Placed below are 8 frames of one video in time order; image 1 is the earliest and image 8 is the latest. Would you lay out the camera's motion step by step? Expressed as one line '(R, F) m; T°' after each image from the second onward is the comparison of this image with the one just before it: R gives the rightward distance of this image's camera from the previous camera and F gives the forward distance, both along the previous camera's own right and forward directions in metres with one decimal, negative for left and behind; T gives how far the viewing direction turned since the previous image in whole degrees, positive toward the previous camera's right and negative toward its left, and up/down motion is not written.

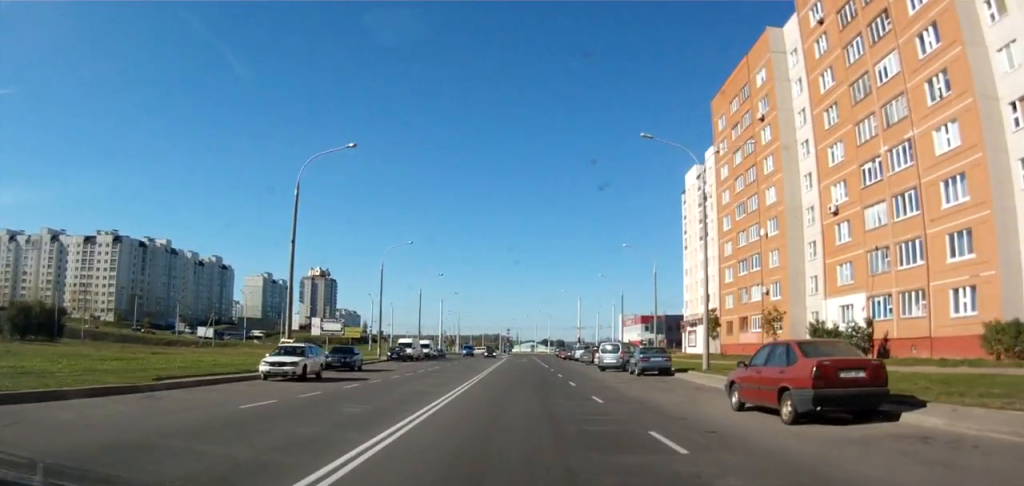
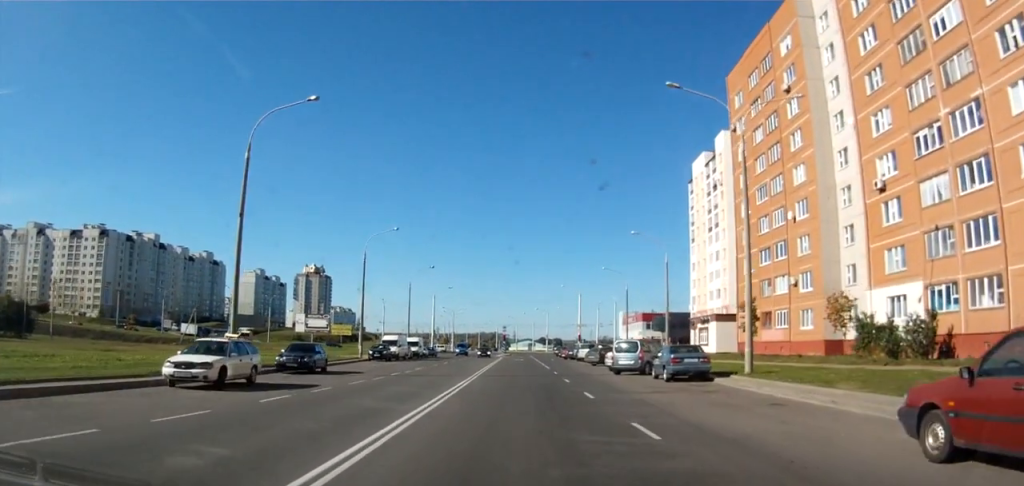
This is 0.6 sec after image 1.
(+0.6, +6.5) m; +2°
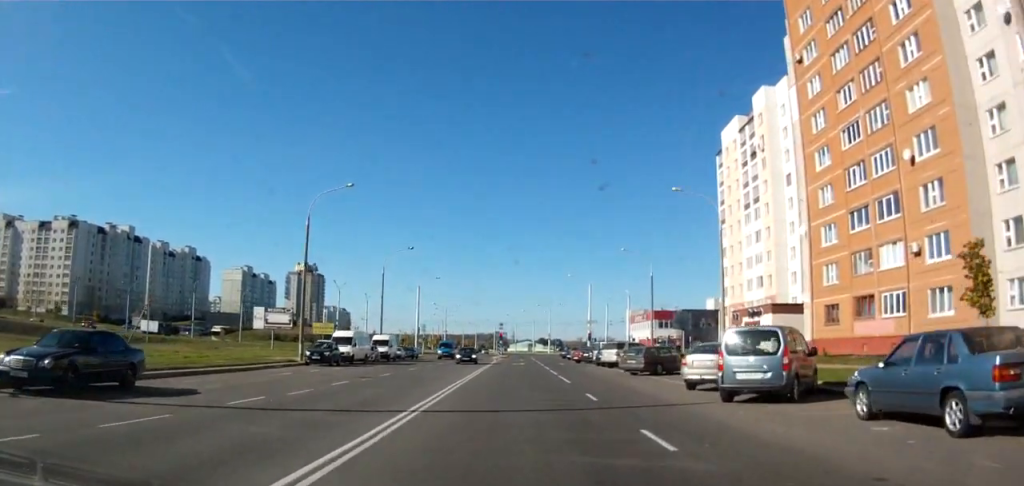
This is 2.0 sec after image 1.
(0.0, +16.9) m; -2°
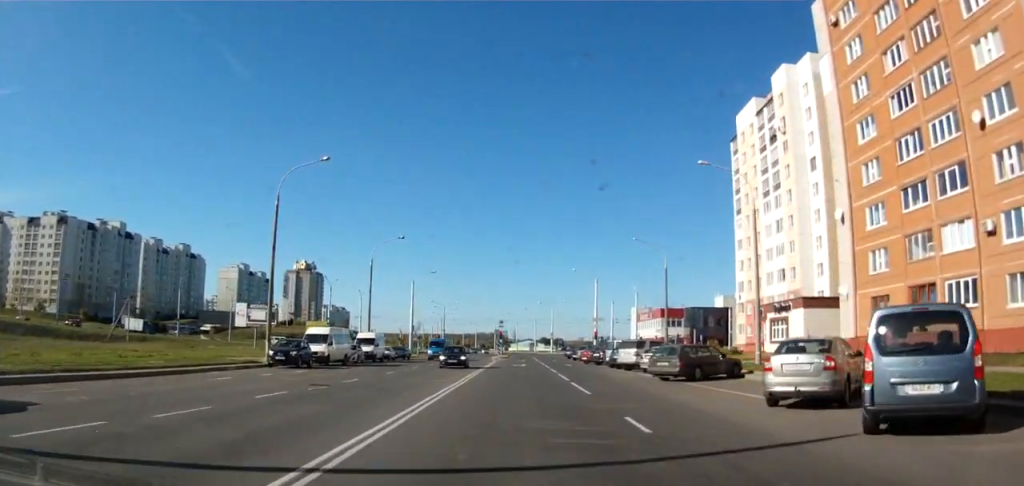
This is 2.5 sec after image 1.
(0.0, +6.2) m; 0°
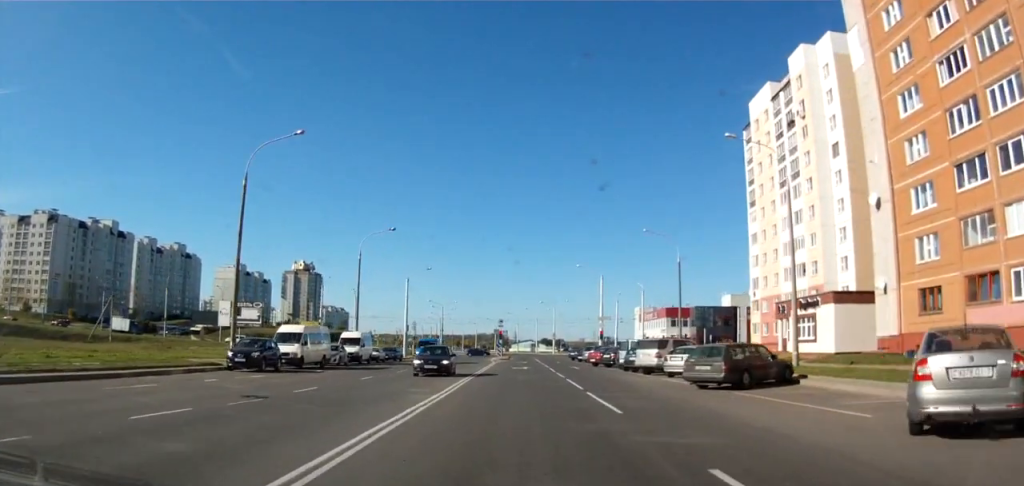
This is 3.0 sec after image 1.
(0.0, +5.3) m; 0°
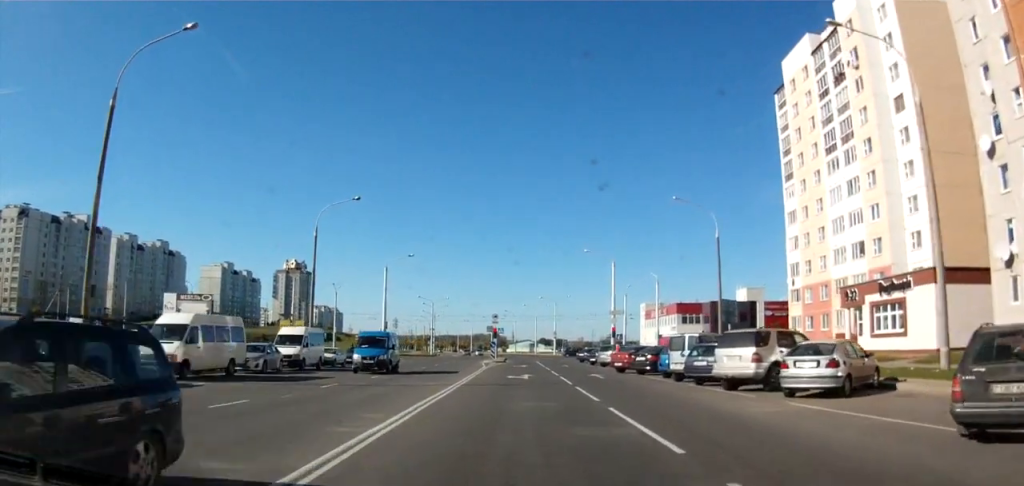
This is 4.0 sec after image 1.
(0.0, +12.9) m; 0°
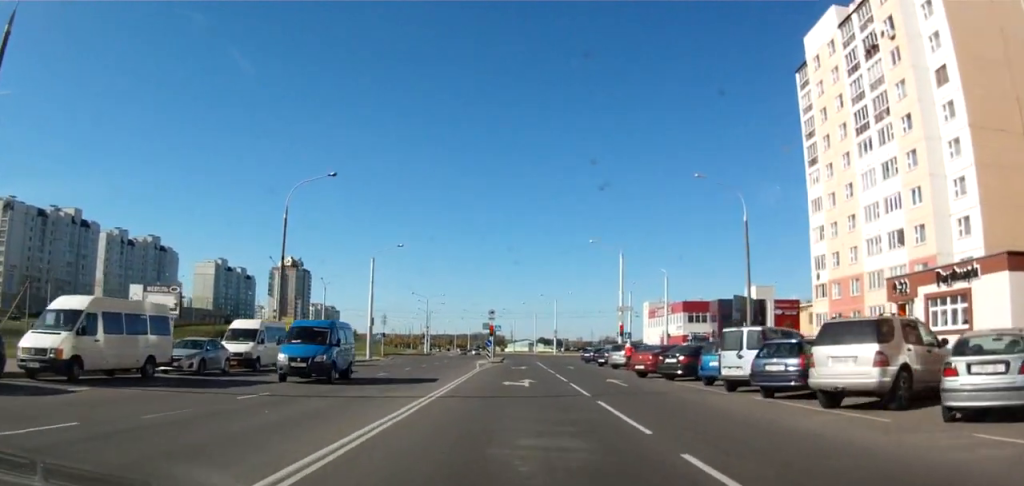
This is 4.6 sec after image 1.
(0.0, +6.2) m; 0°
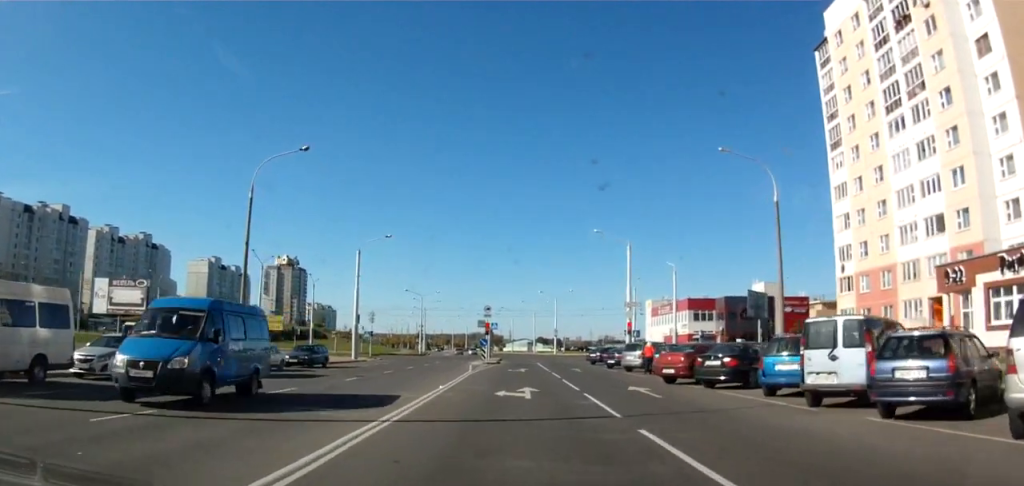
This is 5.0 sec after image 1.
(0.0, +5.7) m; 0°
